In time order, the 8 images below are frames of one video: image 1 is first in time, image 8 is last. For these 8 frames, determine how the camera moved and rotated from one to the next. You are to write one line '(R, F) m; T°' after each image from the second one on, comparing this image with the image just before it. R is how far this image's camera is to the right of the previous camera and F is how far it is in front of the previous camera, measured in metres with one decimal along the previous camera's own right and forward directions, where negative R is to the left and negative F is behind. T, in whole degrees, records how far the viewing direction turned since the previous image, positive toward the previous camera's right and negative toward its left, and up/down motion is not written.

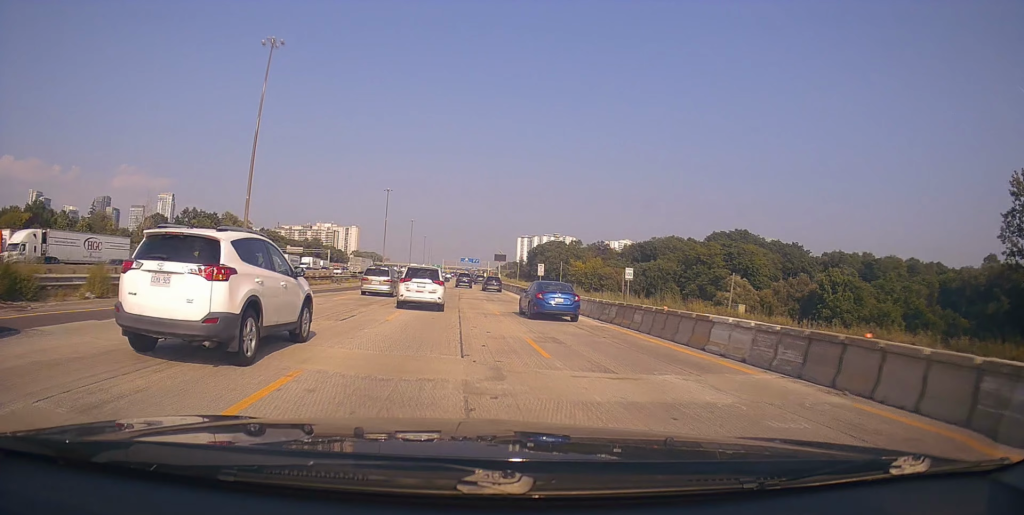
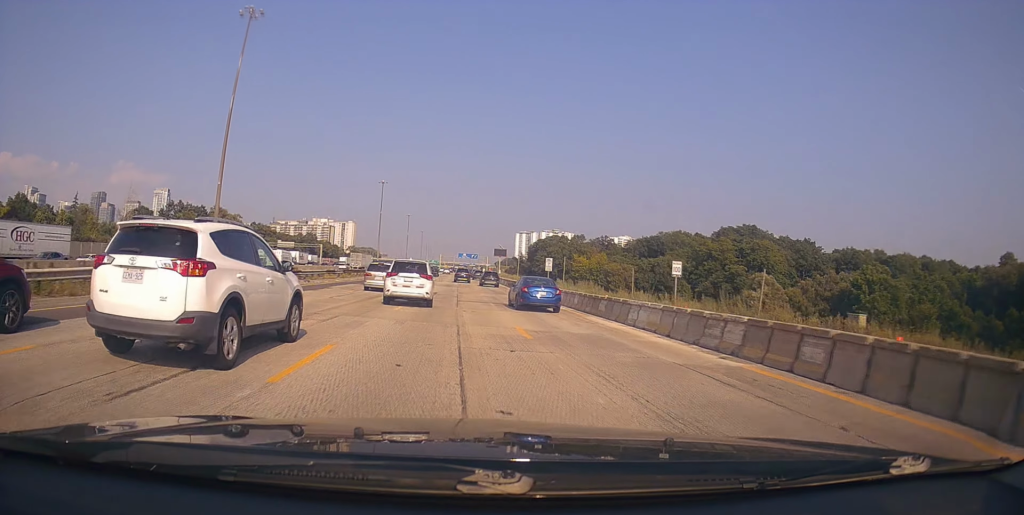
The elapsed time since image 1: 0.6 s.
(-0.2, +9.7) m; 0°
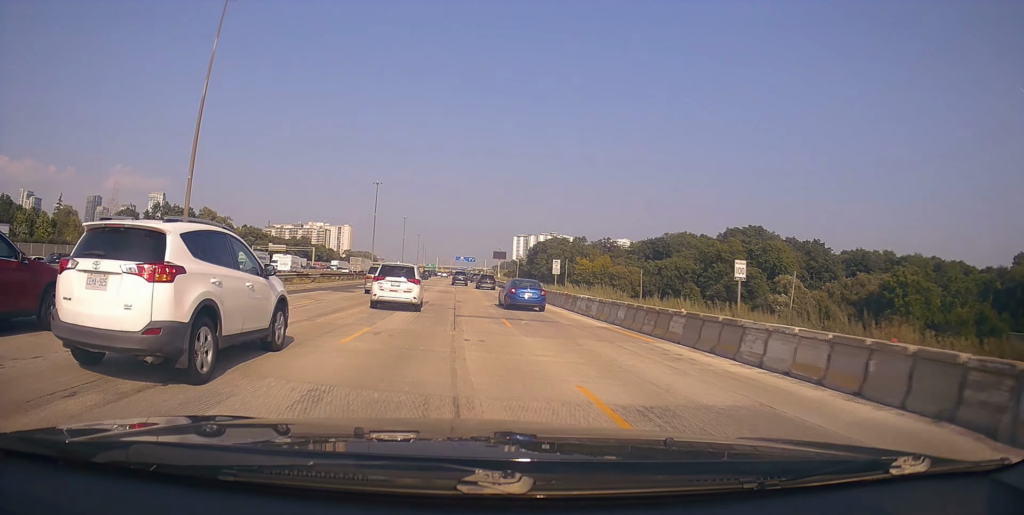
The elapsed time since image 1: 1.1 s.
(+0.3, +8.3) m; 0°
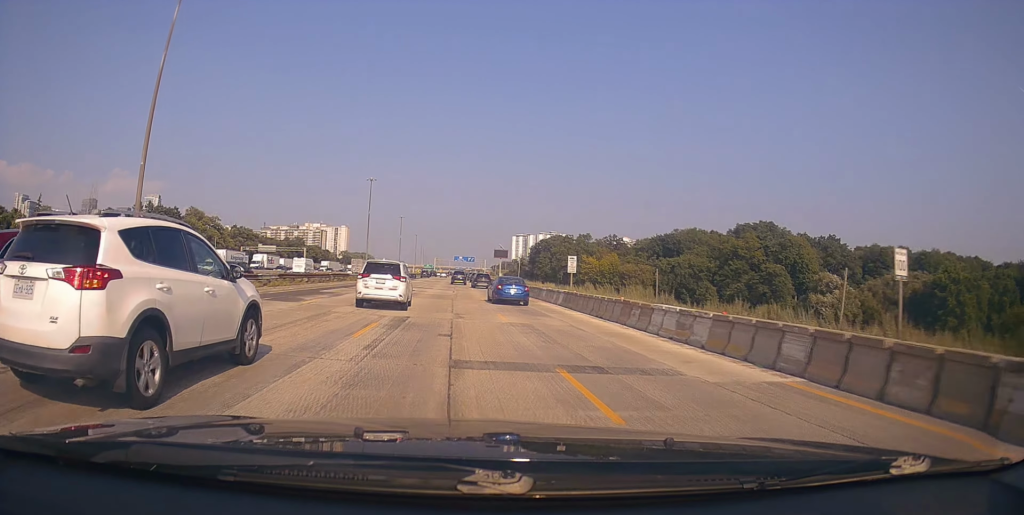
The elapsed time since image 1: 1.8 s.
(+0.1, +11.0) m; -1°
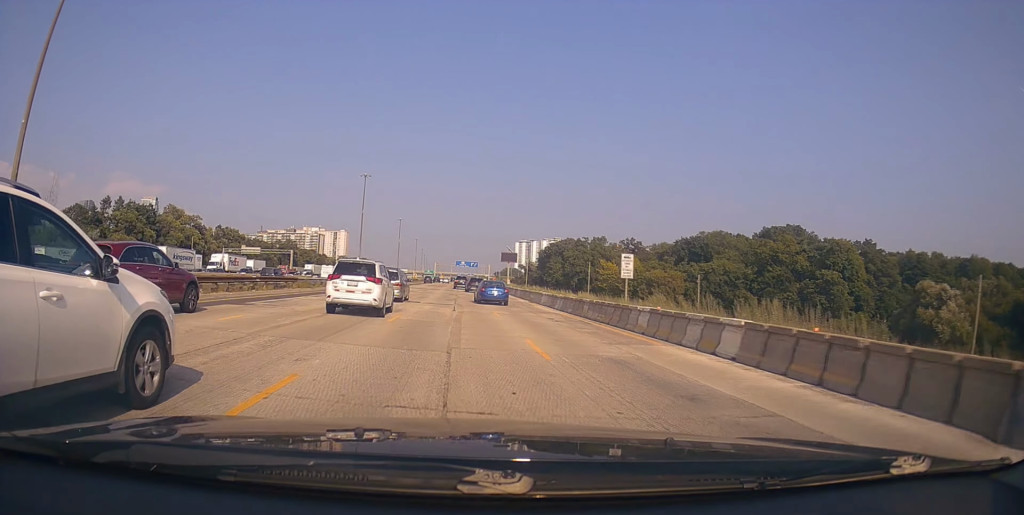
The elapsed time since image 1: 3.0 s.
(-0.5, +19.7) m; -1°
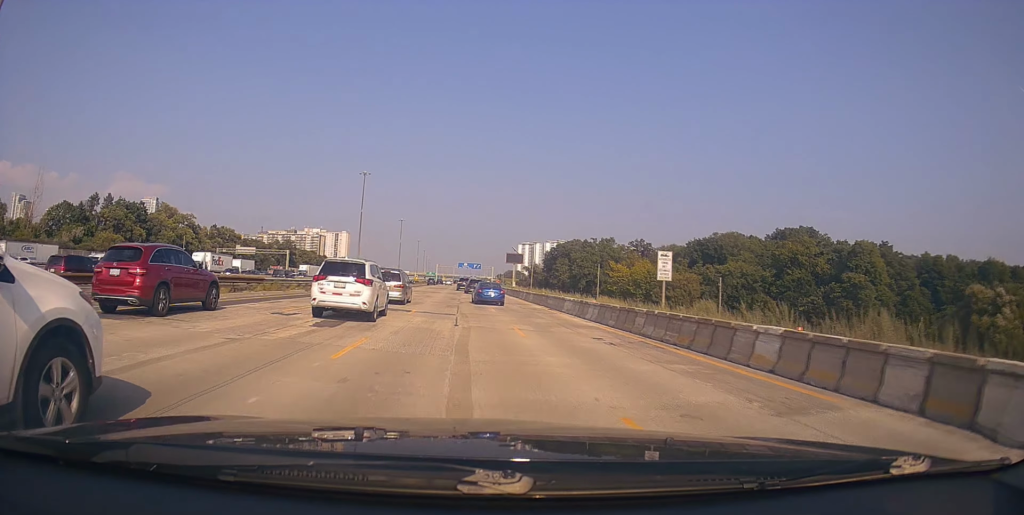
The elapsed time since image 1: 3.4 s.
(0.0, +7.2) m; 0°
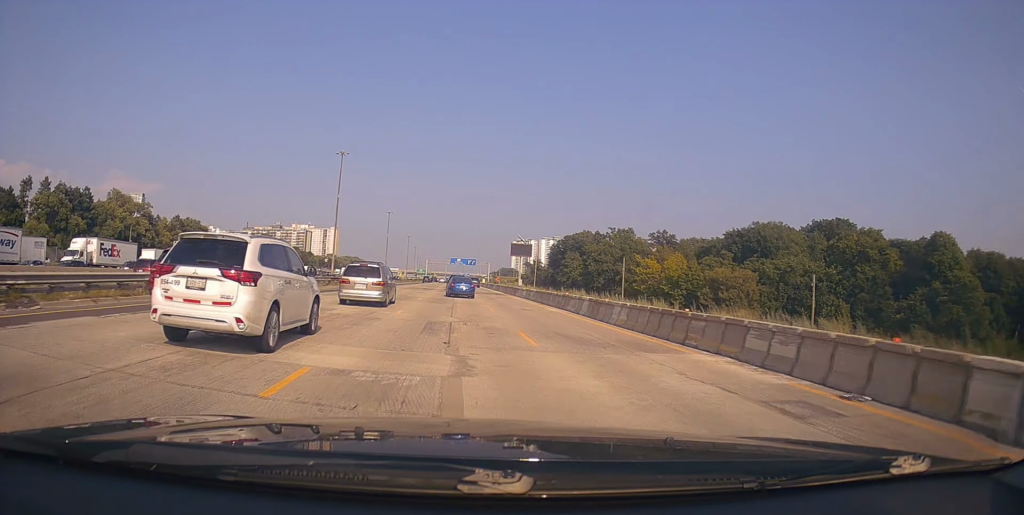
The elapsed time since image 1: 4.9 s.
(+0.1, +26.5) m; 0°
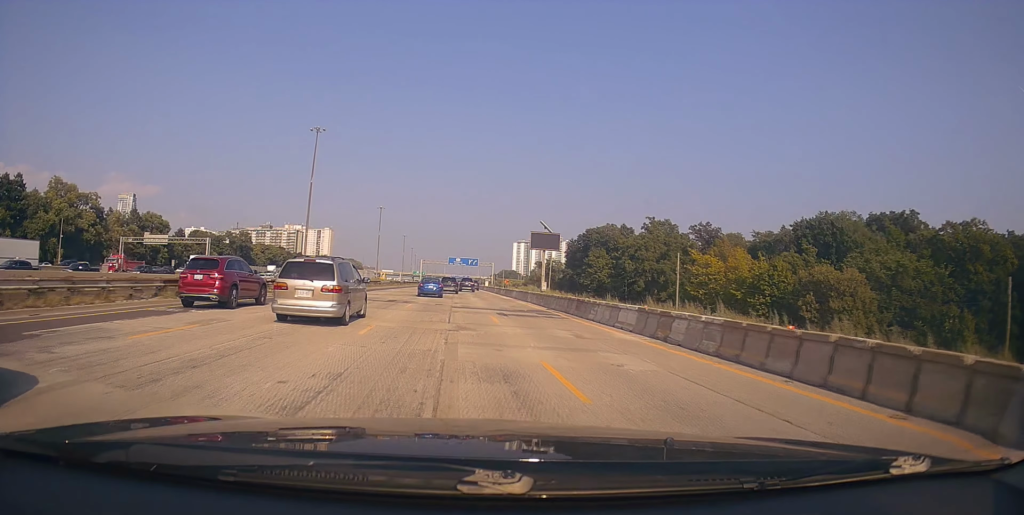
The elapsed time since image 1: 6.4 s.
(0.0, +28.8) m; +2°
